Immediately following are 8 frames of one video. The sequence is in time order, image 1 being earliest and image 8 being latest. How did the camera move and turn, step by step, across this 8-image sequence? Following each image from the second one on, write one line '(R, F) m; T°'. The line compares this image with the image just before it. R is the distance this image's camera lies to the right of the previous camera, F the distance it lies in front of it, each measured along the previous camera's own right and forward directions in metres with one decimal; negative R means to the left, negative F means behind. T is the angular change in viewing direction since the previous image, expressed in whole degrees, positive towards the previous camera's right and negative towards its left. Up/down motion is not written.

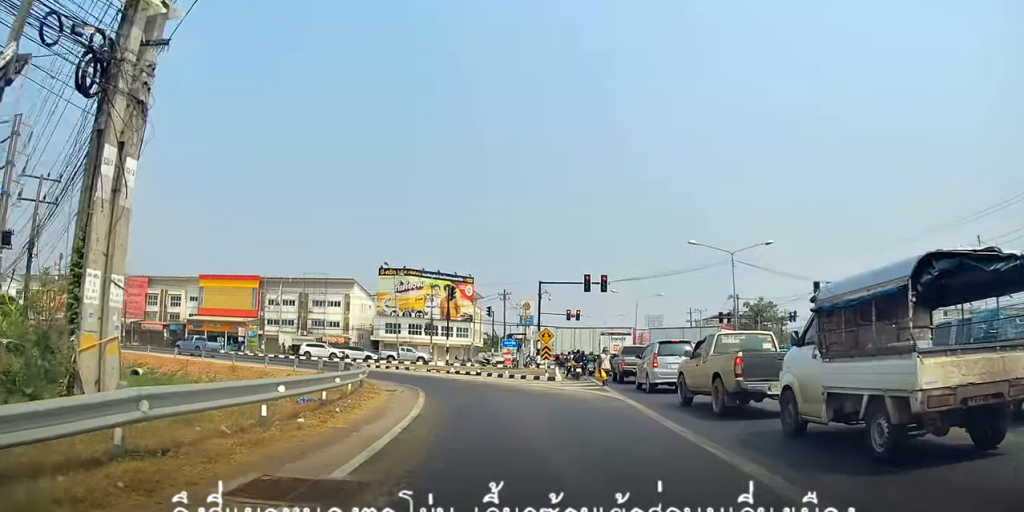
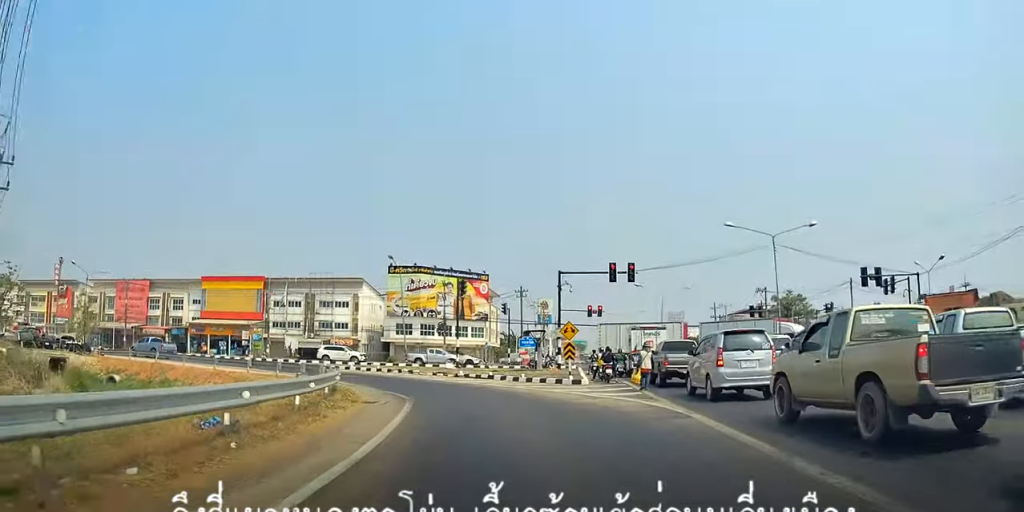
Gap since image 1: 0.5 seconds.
(0.0, +5.5) m; 0°
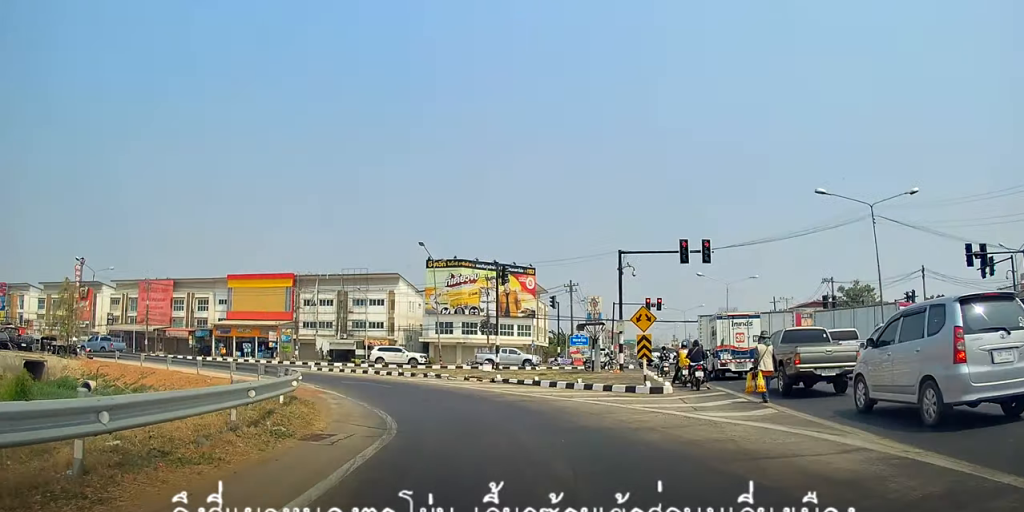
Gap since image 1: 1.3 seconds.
(0.0, +8.5) m; -2°
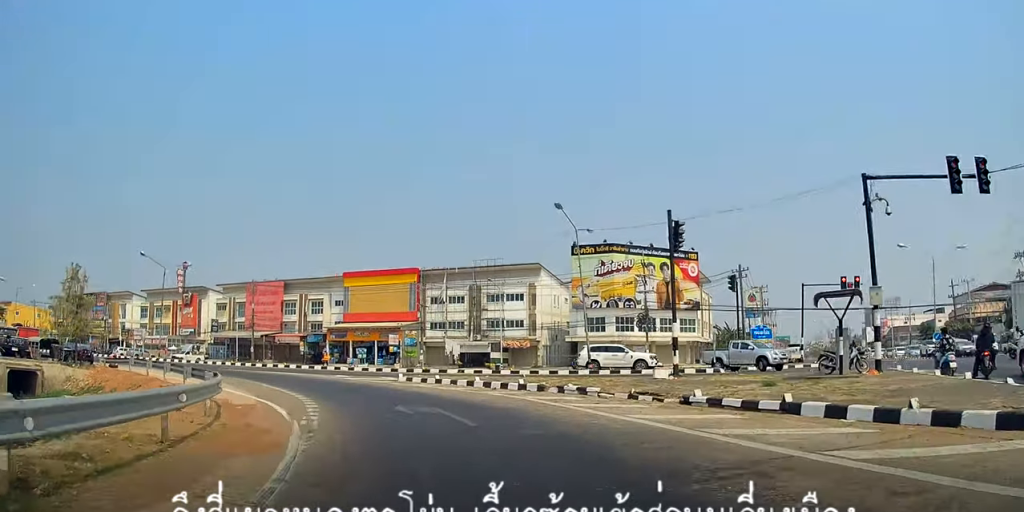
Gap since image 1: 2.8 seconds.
(-1.0, +14.1) m; -3°
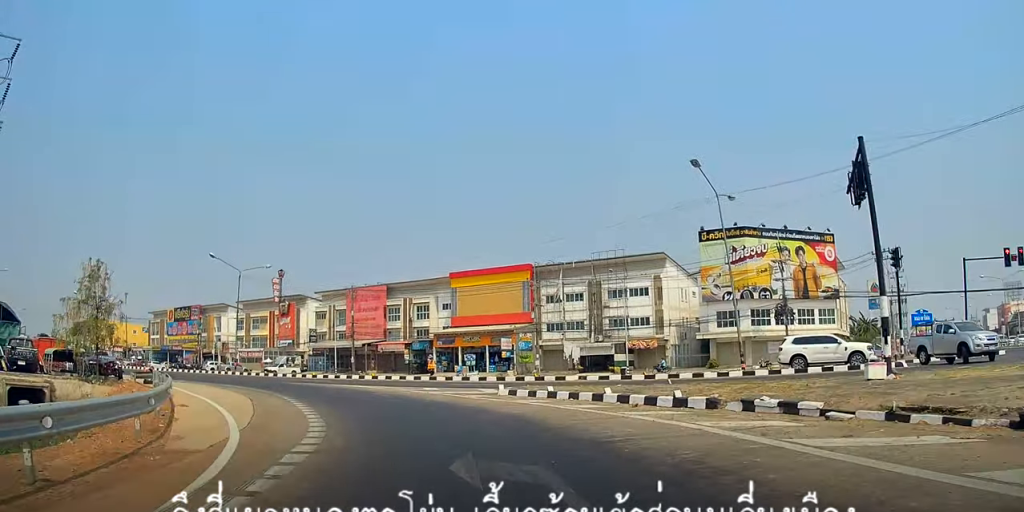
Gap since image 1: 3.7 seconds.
(+0.6, +8.0) m; -5°
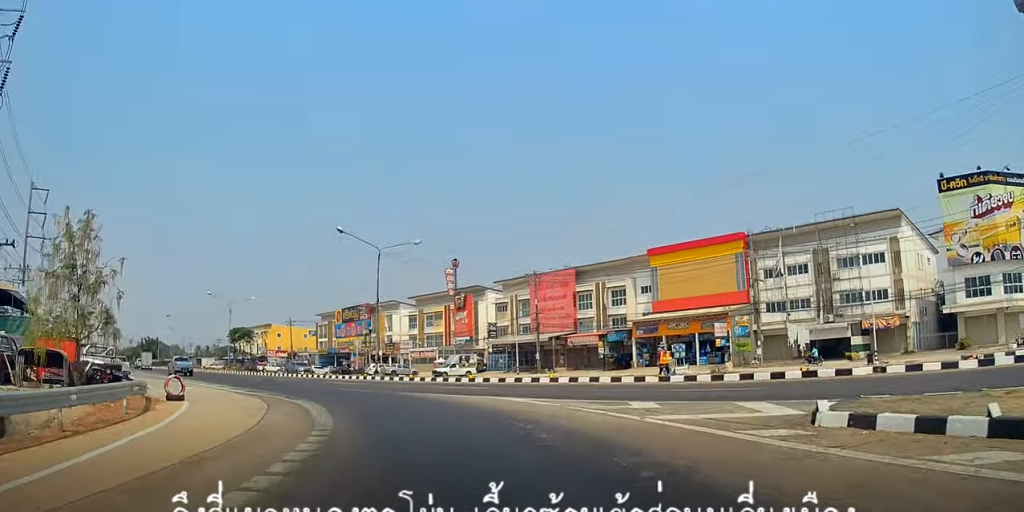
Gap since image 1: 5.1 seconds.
(-2.0, +12.2) m; -14°
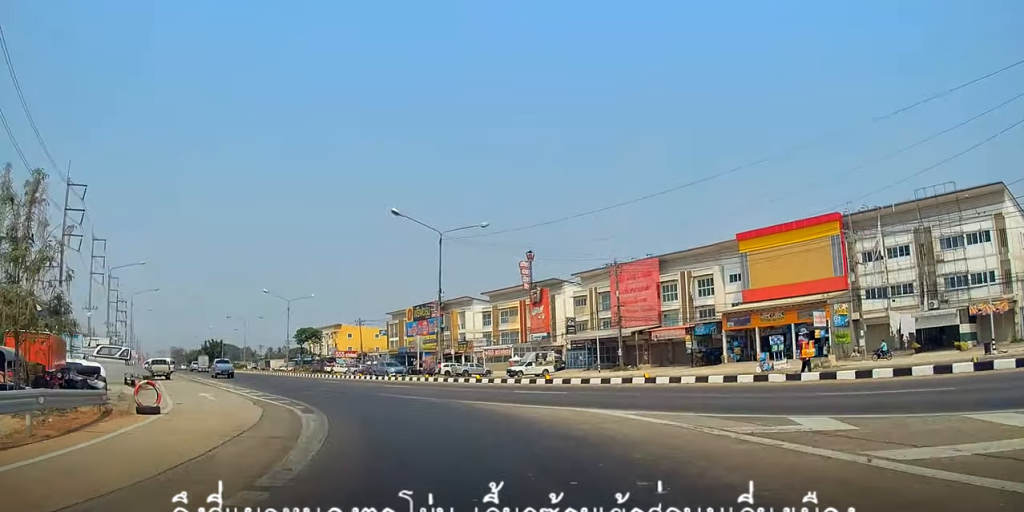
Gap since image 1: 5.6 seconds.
(0.0, +5.1) m; -4°
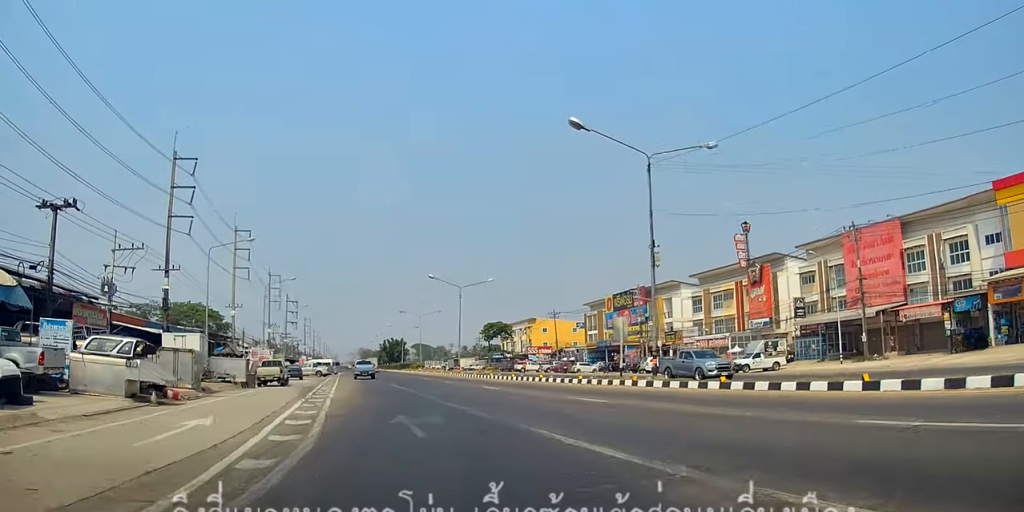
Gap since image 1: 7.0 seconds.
(-1.3, +12.3) m; -12°
